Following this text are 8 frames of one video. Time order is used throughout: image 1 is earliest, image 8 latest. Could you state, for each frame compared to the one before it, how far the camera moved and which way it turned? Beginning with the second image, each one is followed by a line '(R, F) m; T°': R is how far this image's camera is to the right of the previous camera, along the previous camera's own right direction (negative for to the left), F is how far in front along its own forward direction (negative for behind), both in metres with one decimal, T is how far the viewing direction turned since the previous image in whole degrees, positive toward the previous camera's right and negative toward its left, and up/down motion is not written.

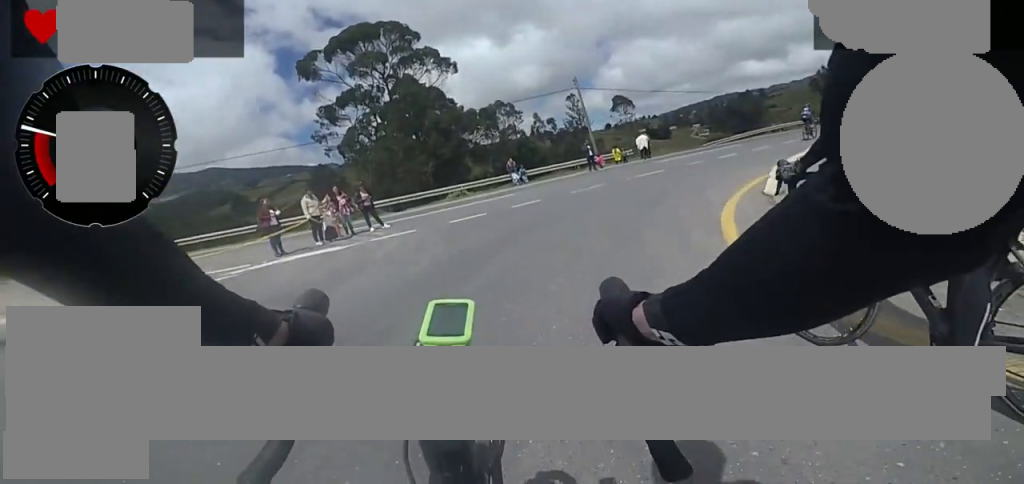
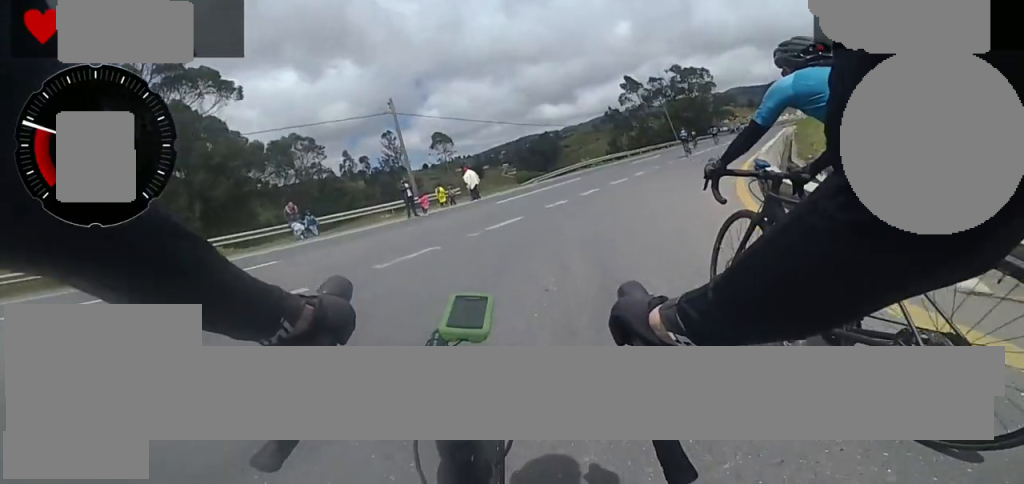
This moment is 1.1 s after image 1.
(+2.1, +4.7) m; +27°
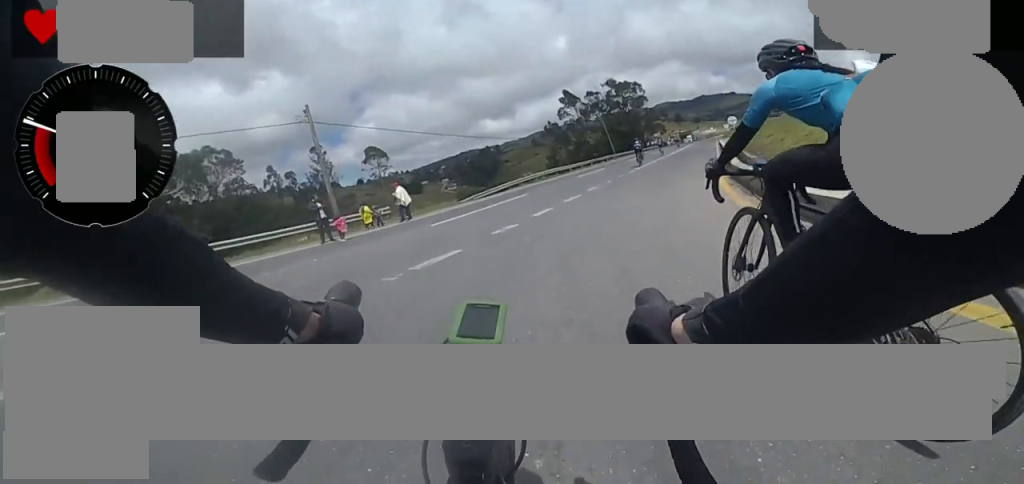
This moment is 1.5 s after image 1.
(+0.7, +2.4) m; +5°
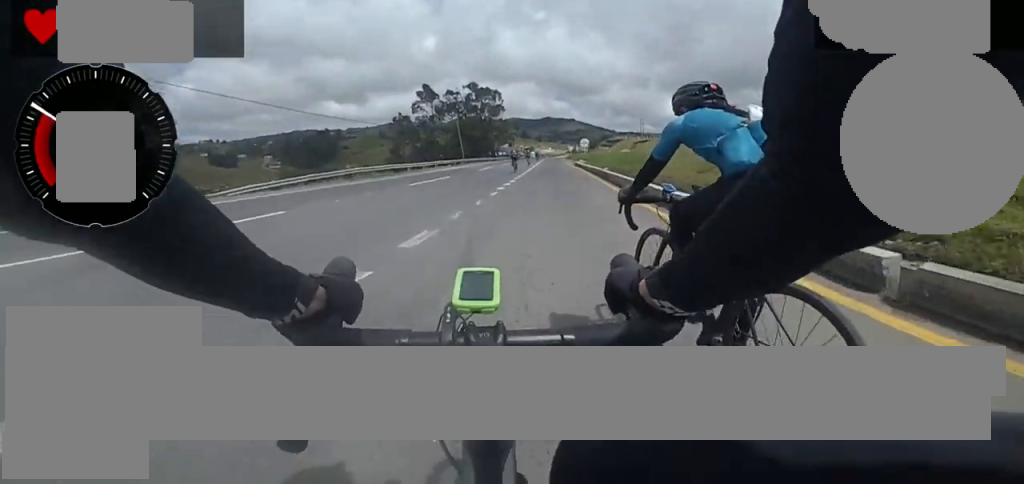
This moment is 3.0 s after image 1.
(-0.5, +9.3) m; +7°
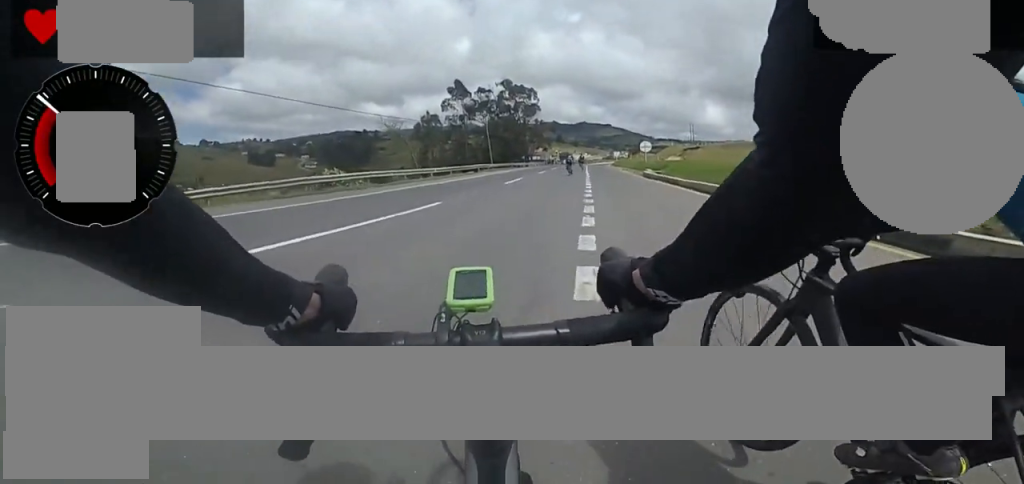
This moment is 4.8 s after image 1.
(+1.6, +10.6) m; +13°
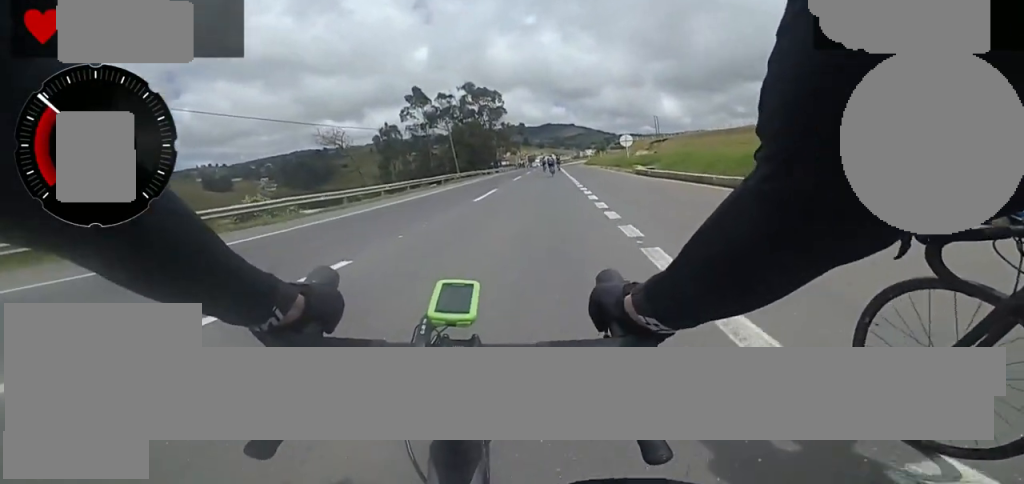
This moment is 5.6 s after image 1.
(+0.4, +4.2) m; -1°
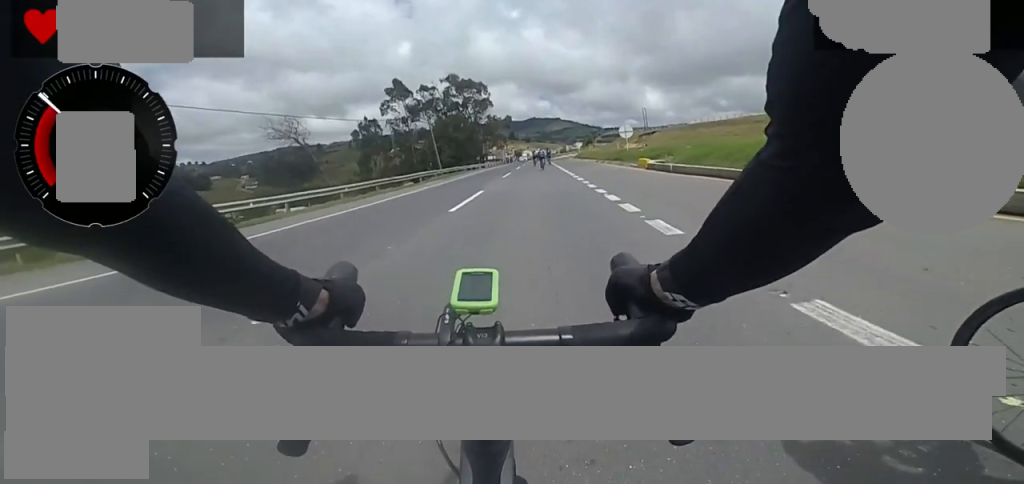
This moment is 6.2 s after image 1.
(-0.4, +3.5) m; -4°
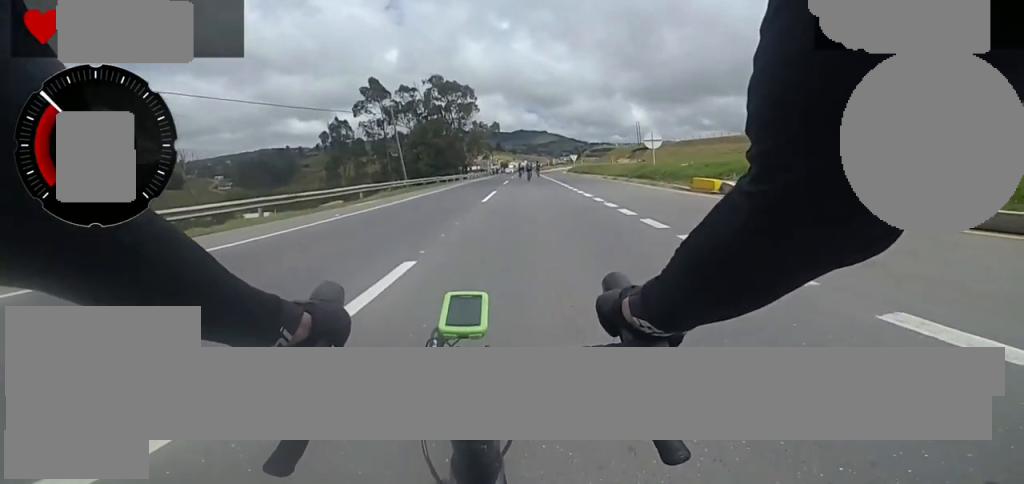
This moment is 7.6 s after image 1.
(-0.3, +9.1) m; -1°
